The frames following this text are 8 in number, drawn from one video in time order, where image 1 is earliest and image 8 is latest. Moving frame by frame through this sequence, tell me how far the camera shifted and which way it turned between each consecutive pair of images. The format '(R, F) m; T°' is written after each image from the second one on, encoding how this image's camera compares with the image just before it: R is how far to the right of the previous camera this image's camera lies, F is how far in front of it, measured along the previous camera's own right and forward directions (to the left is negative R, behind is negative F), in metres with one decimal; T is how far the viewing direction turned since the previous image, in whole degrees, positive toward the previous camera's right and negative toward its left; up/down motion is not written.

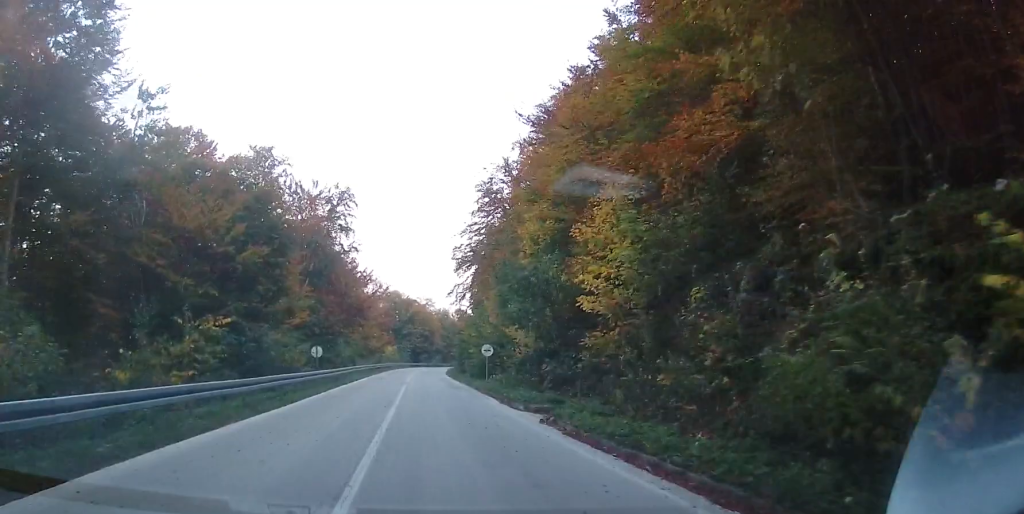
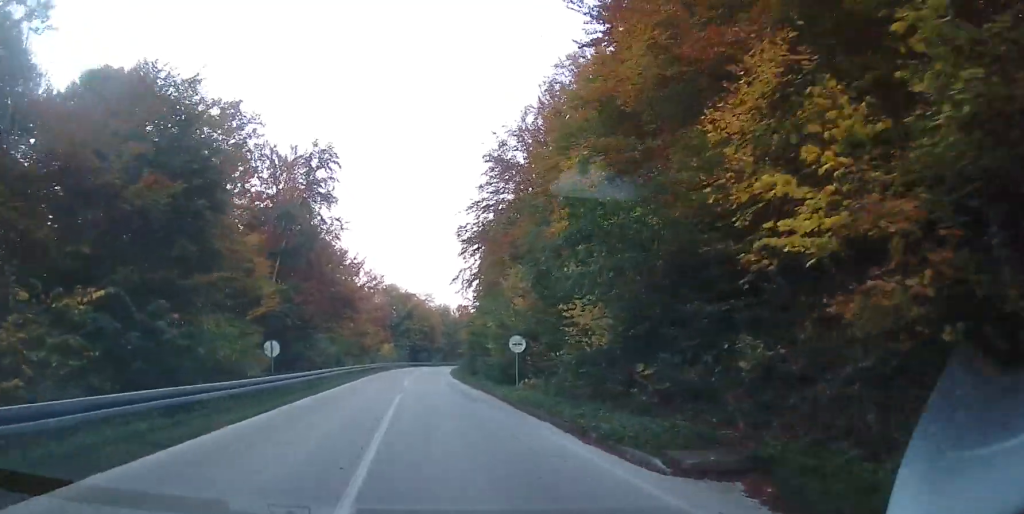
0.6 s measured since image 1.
(-0.2, +10.0) m; +1°
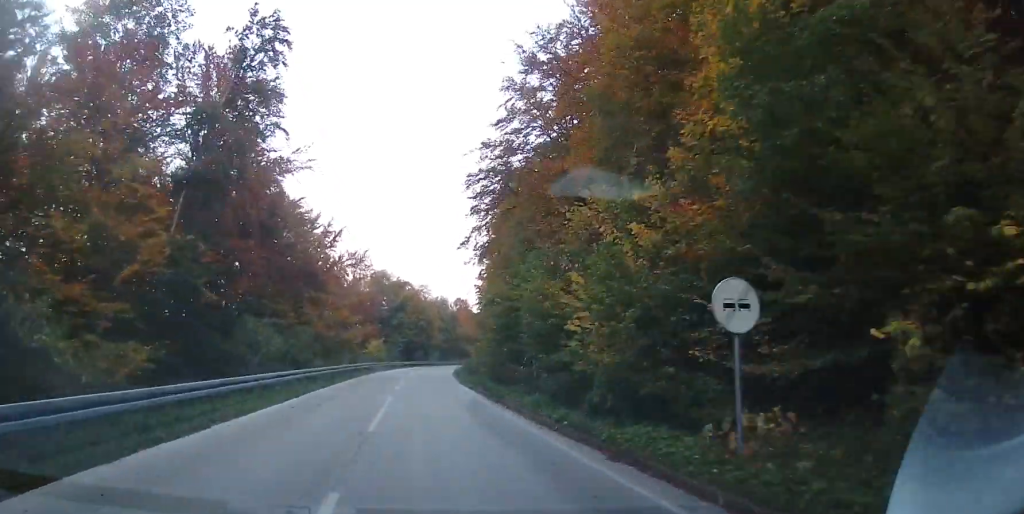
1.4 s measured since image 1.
(+0.7, +16.0) m; +3°
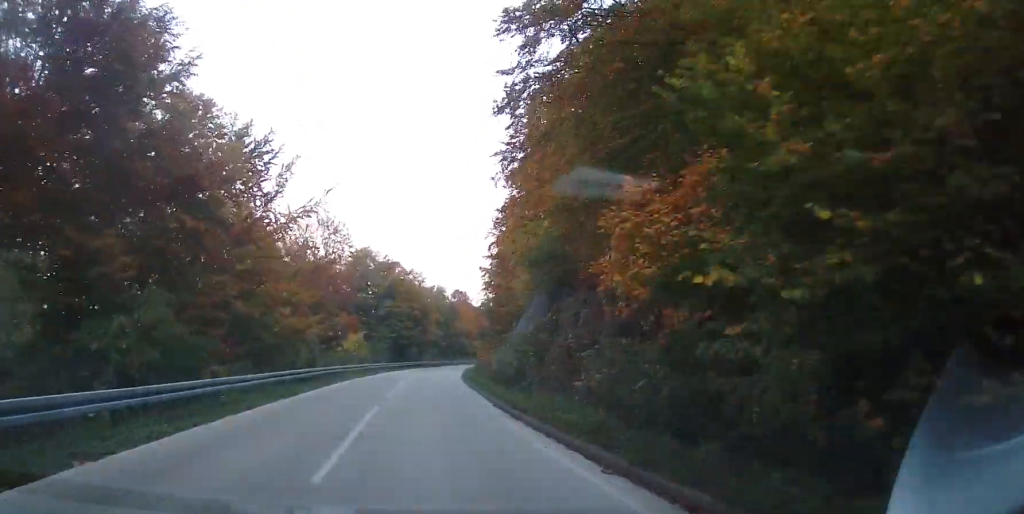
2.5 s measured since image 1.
(+0.3, +19.9) m; +3°
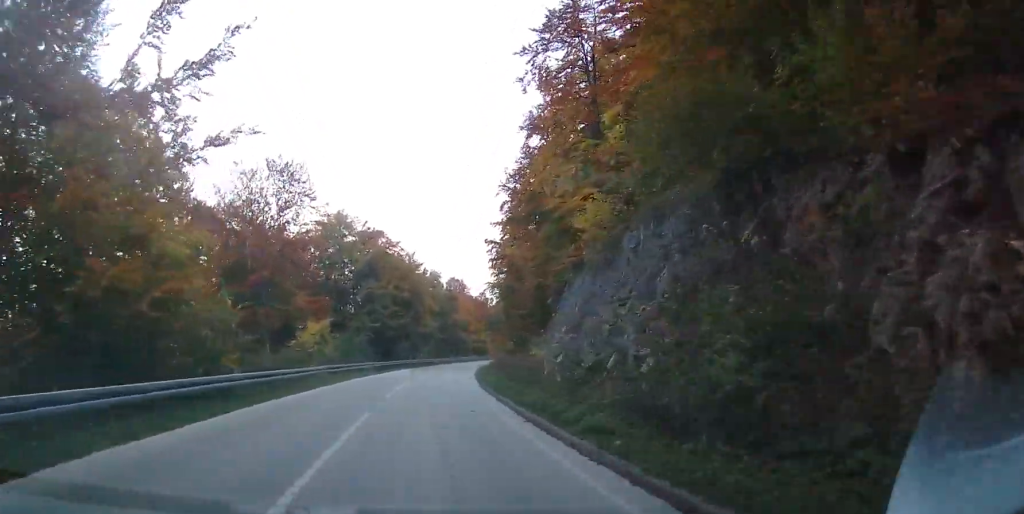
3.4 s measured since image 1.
(+0.5, +18.3) m; +1°
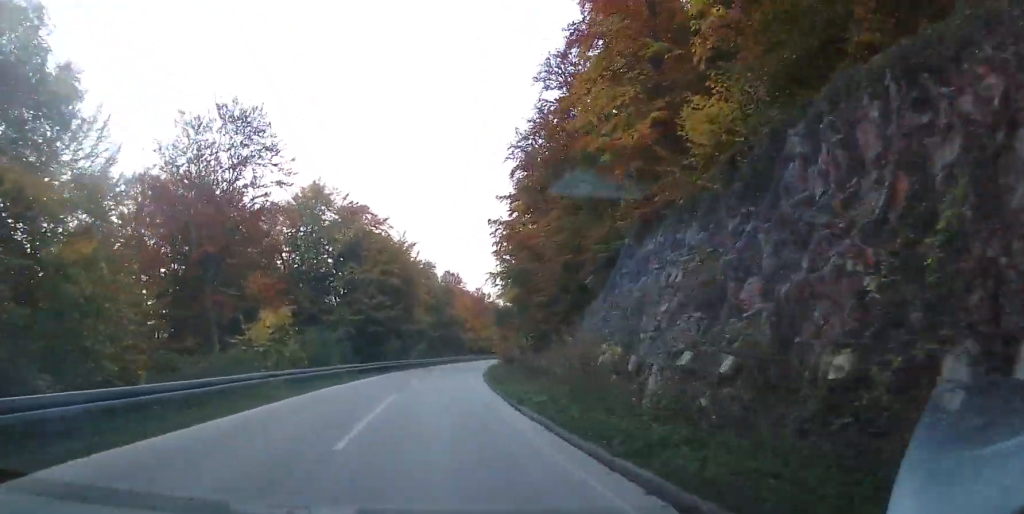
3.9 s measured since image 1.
(+0.1, +10.4) m; 0°
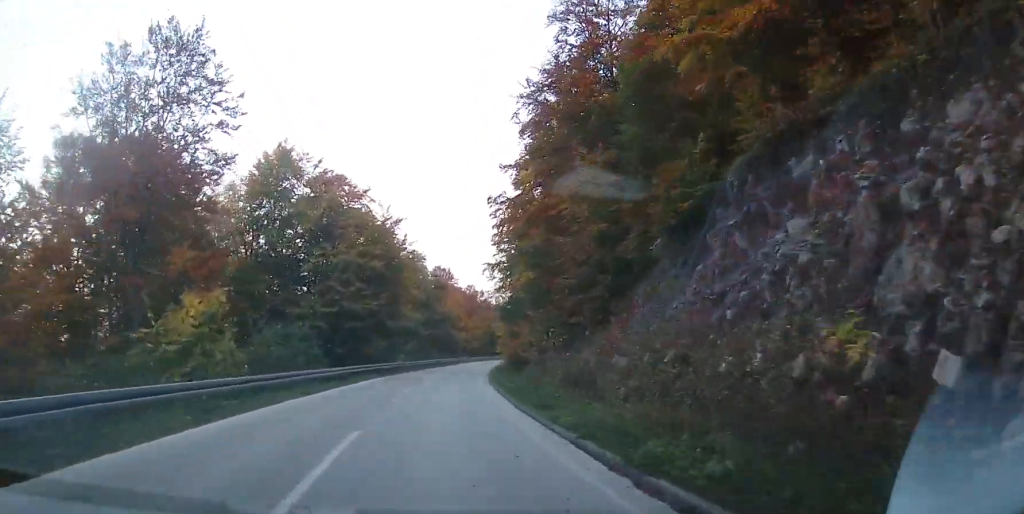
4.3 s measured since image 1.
(-0.3, +9.2) m; +1°
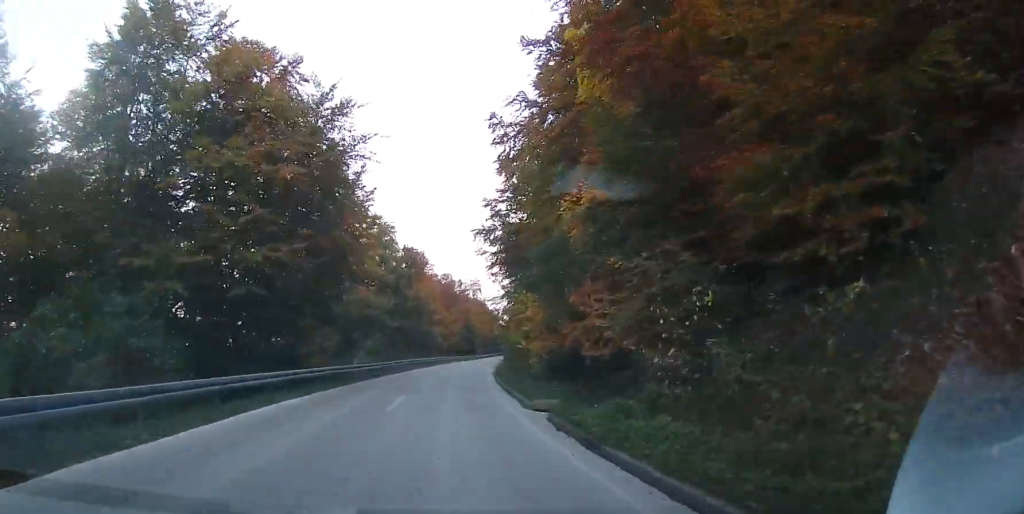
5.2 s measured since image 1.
(+0.3, +18.4) m; +3°
